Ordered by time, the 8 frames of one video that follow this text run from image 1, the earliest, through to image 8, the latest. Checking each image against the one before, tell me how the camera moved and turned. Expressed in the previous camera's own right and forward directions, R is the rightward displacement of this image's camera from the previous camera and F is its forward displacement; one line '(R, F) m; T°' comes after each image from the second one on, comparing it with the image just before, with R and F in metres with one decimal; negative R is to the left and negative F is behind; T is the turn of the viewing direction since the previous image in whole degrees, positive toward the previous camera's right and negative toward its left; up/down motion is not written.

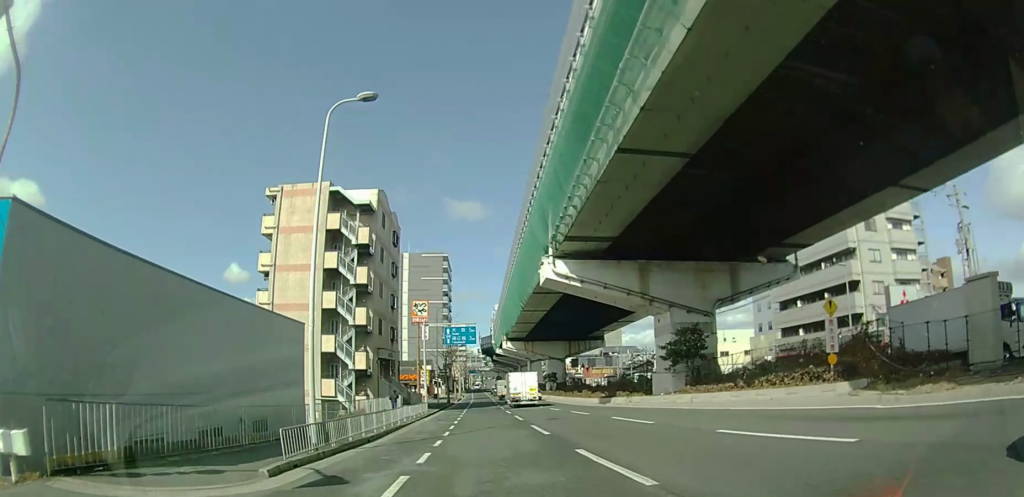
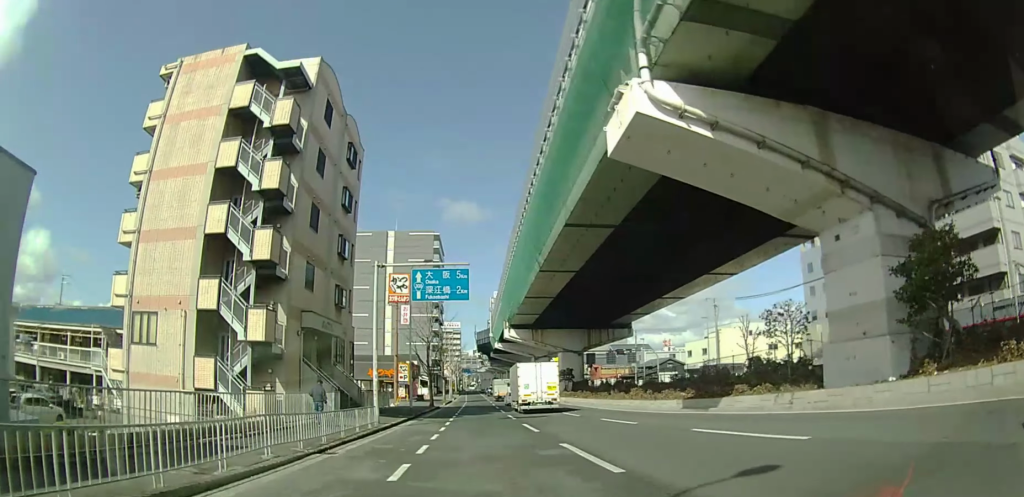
(-0.1, +19.4) m; 0°
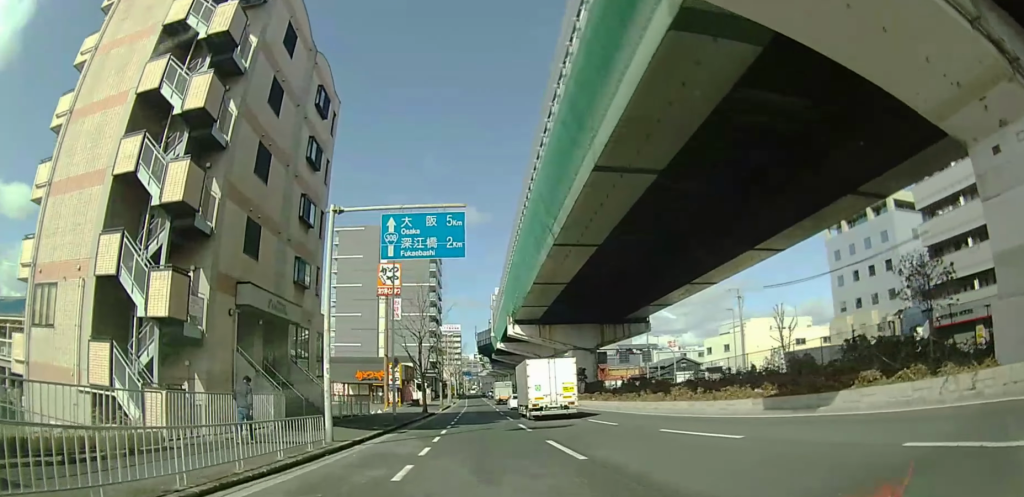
(0.0, +7.9) m; 0°
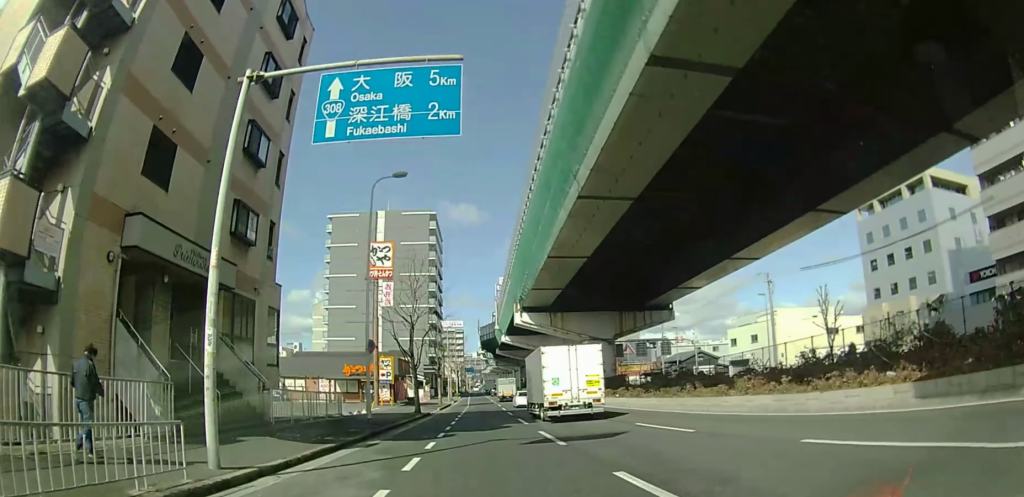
(0.0, +6.9) m; 0°
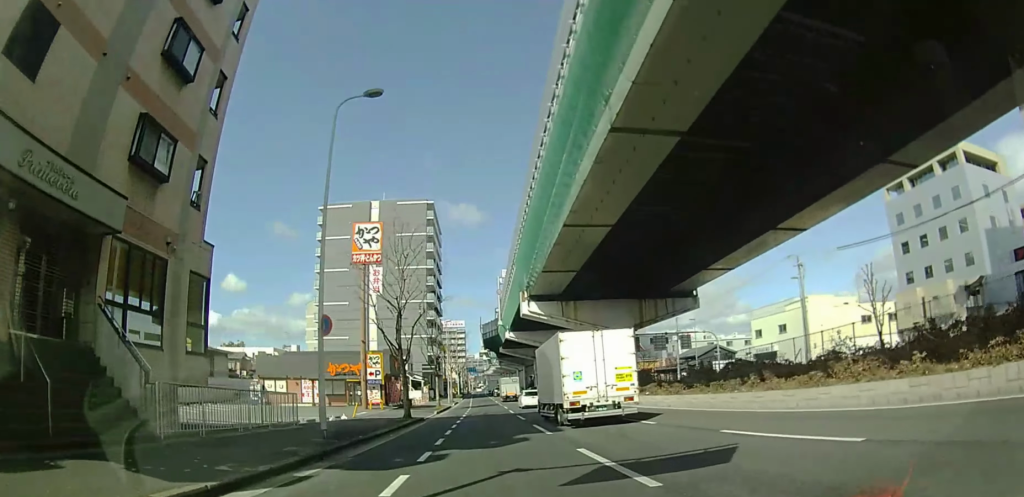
(0.0, +6.5) m; 0°
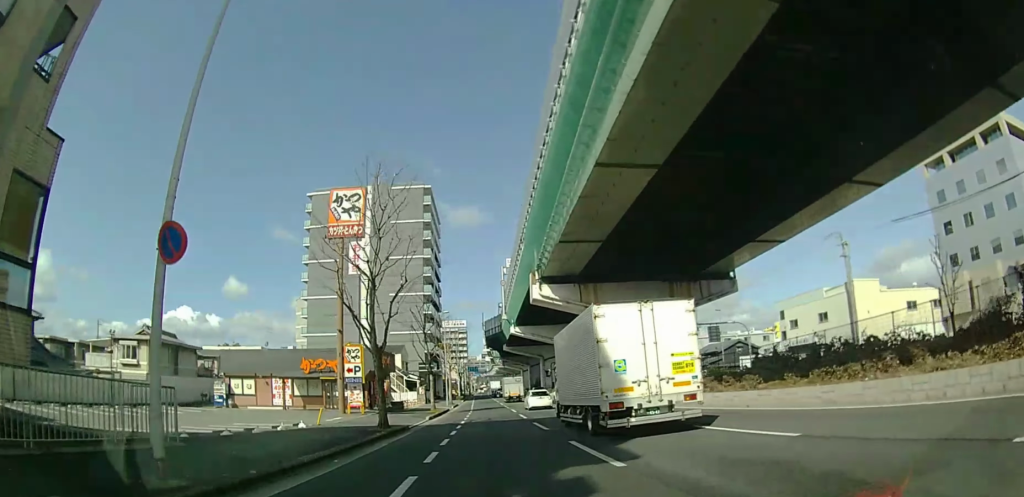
(0.0, +7.9) m; 0°
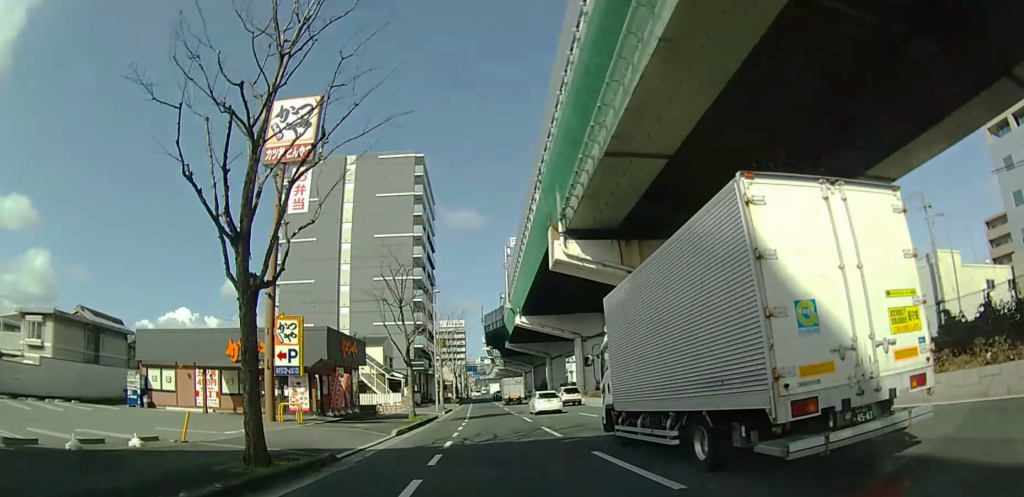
(0.0, +12.1) m; 0°
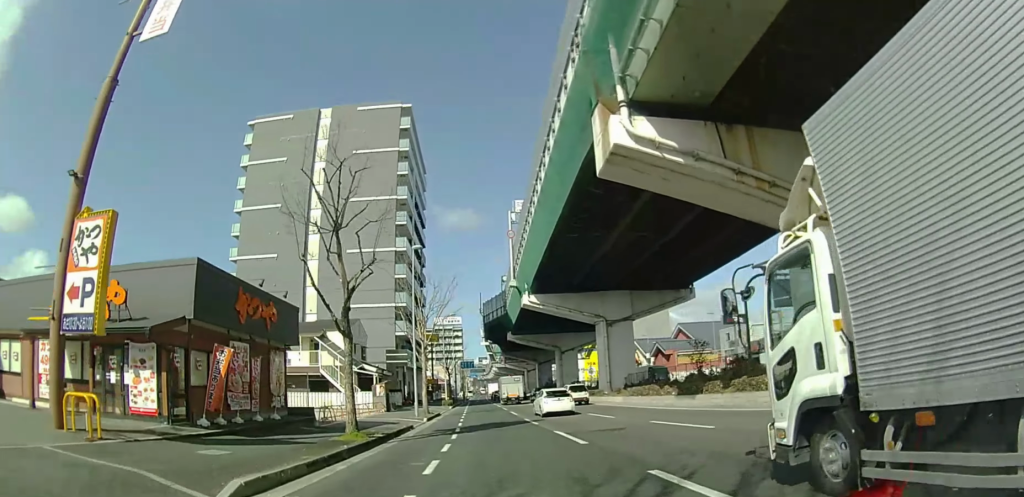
(0.0, +13.6) m; 0°
